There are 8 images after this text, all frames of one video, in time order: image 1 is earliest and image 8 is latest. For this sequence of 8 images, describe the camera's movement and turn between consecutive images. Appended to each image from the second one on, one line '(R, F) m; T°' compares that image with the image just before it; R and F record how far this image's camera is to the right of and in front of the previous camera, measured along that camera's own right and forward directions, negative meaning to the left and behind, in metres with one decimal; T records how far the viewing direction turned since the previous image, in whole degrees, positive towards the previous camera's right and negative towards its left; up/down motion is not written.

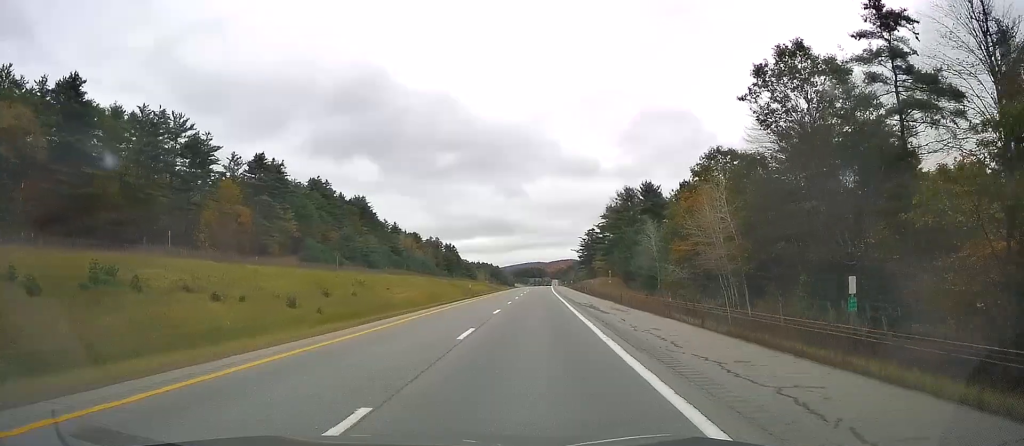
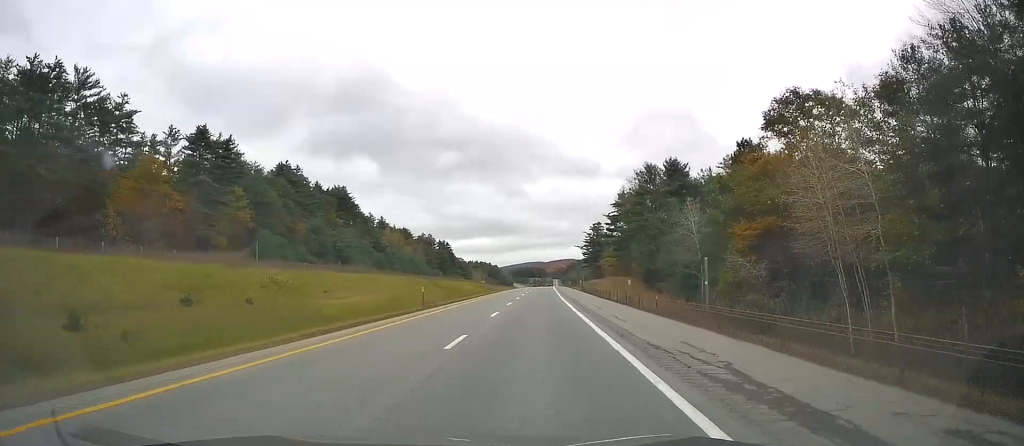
(-0.1, +26.2) m; 0°
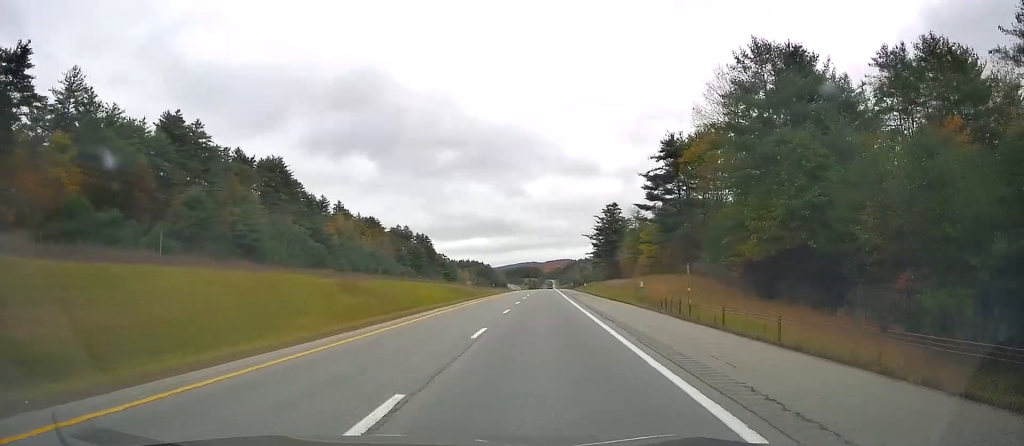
(+0.3, +57.3) m; 0°
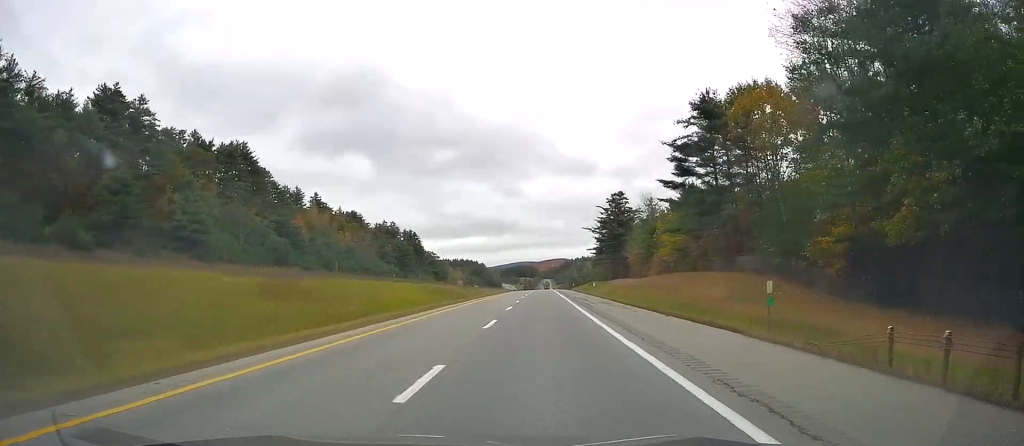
(0.0, +20.8) m; -1°
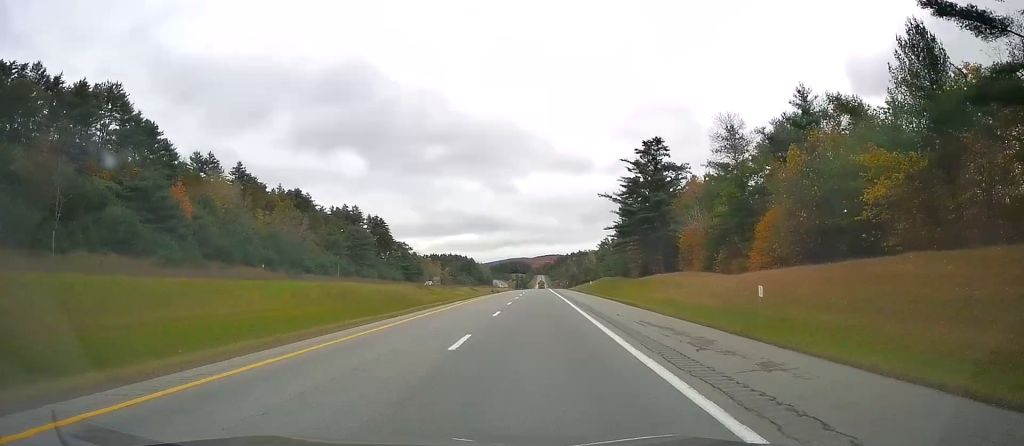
(0.0, +53.9) m; +1°
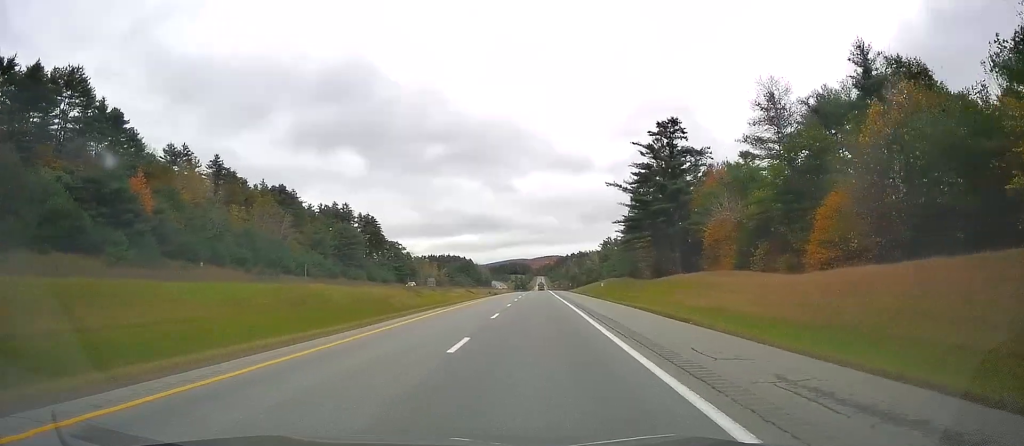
(+0.1, +12.4) m; 0°
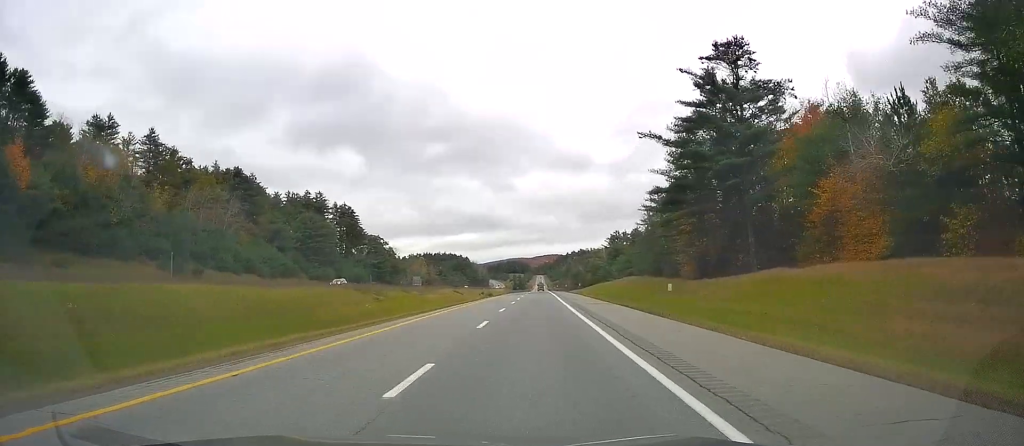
(+0.3, +29.3) m; 0°
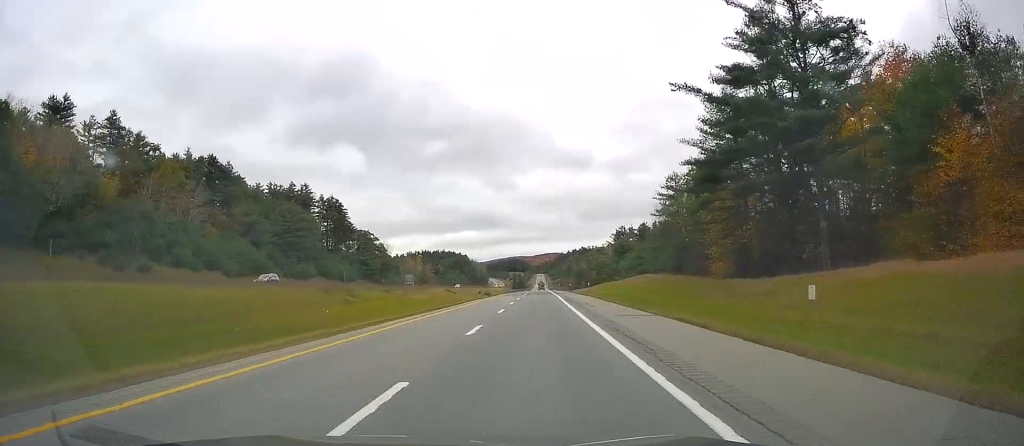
(0.0, +14.4) m; 0°
